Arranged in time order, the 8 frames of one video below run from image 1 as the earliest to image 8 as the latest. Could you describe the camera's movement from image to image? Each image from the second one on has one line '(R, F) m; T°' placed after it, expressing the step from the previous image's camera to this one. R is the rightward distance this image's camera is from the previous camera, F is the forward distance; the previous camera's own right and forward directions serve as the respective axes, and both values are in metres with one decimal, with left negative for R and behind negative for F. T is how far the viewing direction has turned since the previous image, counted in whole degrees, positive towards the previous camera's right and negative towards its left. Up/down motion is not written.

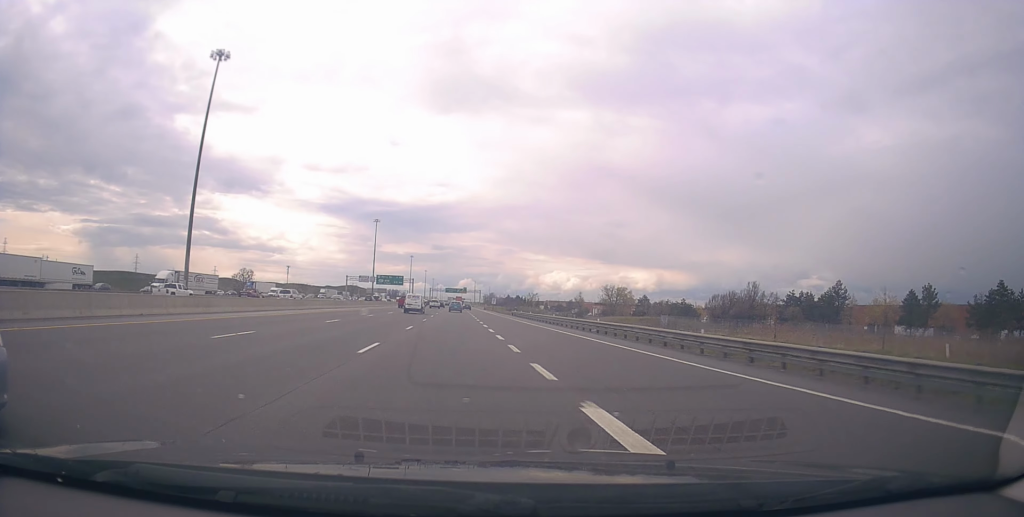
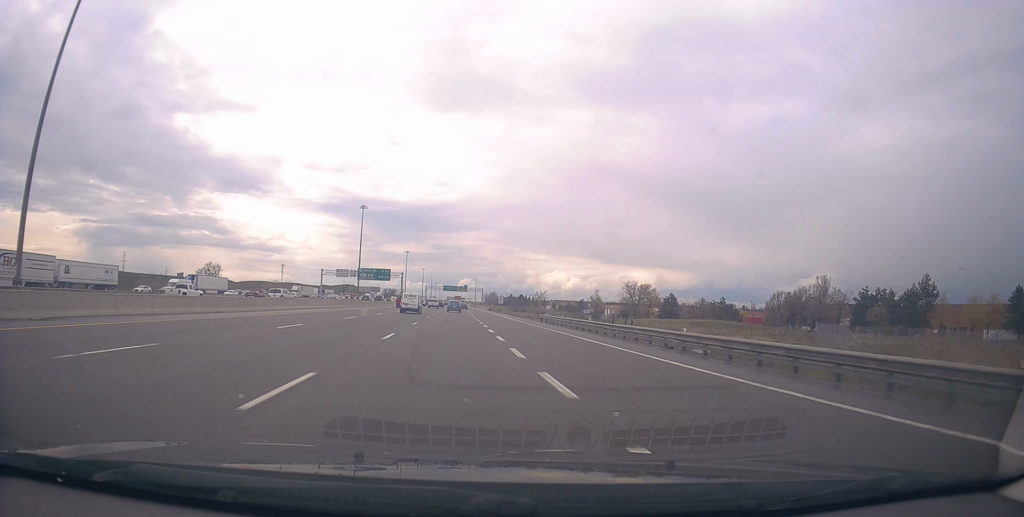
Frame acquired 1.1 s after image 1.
(-0.2, +30.2) m; 0°
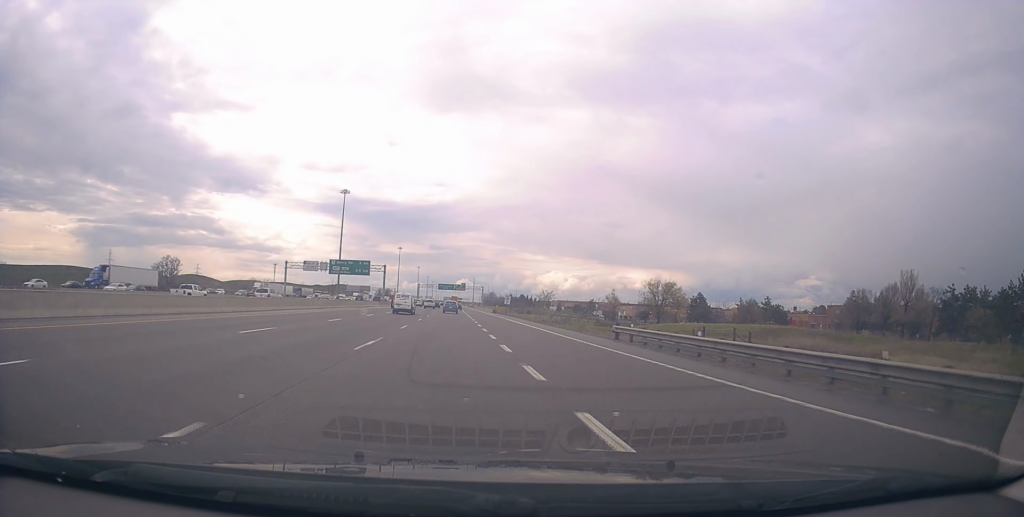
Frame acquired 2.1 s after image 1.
(+0.3, +26.3) m; +1°
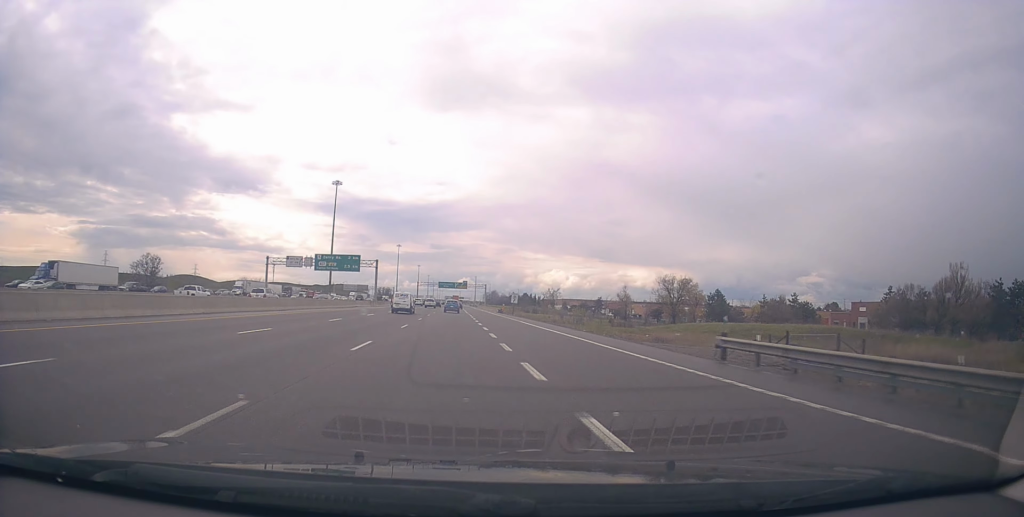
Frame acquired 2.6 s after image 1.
(+0.1, +12.1) m; 0°
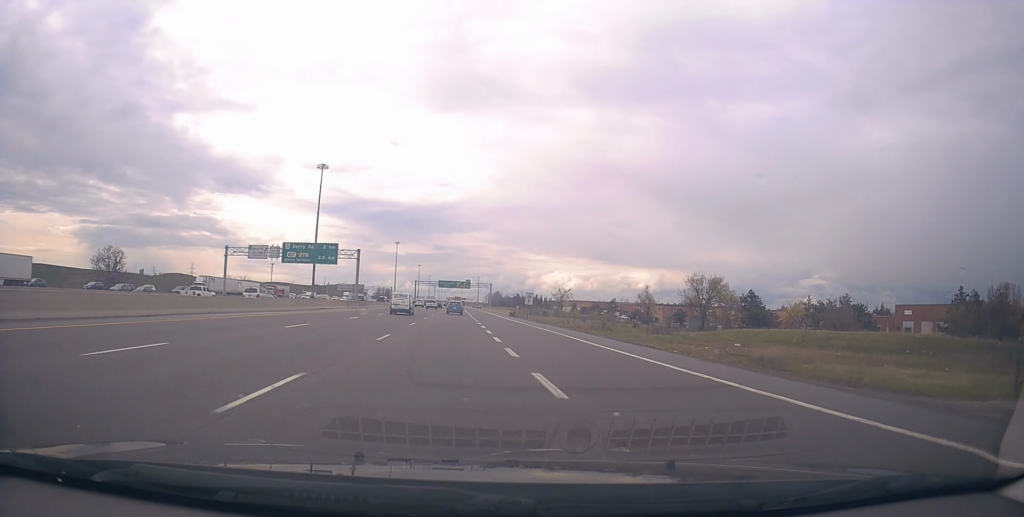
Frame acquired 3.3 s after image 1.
(0.0, +19.0) m; 0°
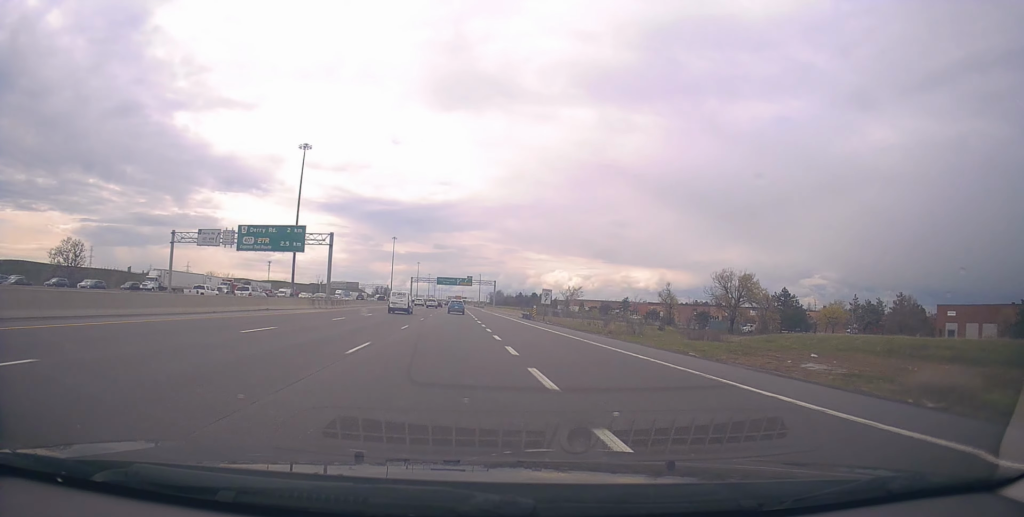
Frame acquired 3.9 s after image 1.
(-0.1, +16.5) m; 0°
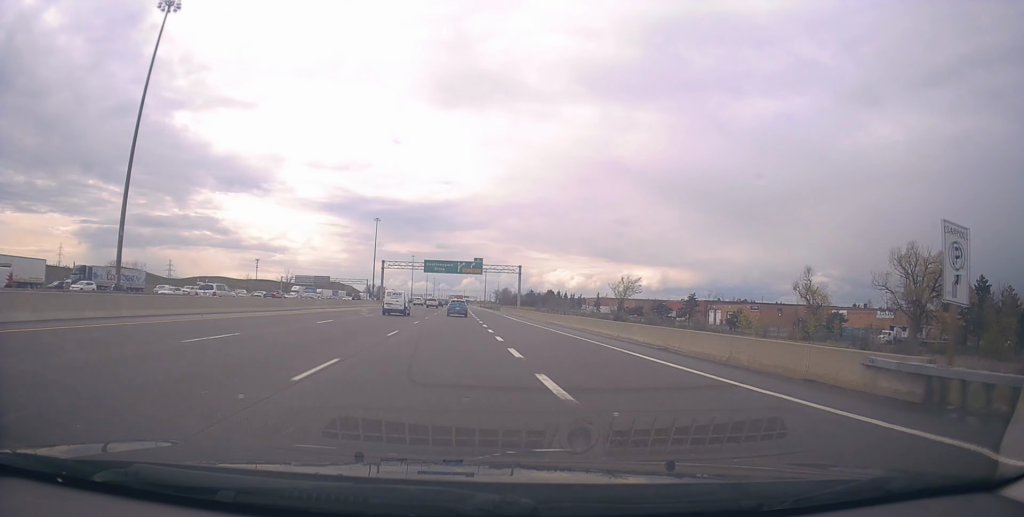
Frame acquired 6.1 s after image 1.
(0.0, +61.2) m; 0°
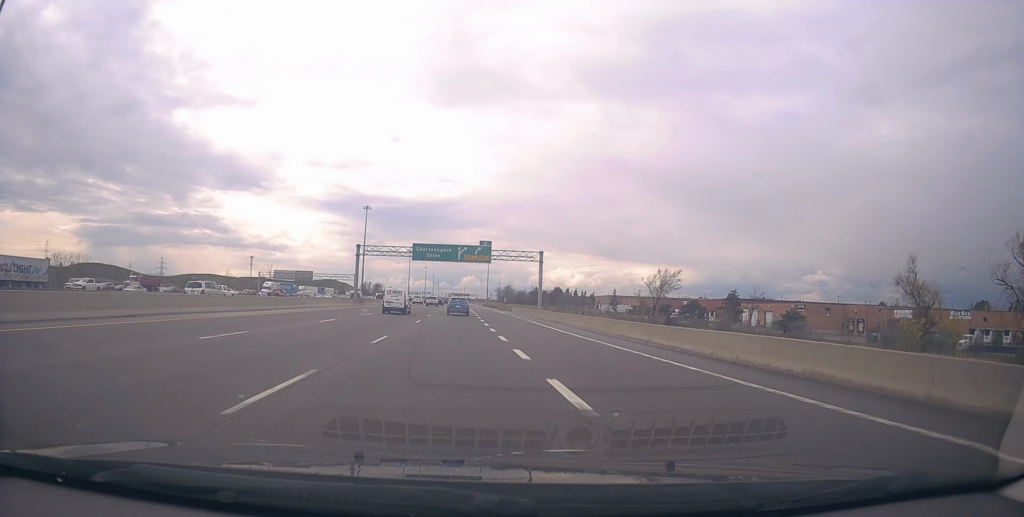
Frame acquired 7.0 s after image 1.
(-0.2, +24.7) m; 0°
